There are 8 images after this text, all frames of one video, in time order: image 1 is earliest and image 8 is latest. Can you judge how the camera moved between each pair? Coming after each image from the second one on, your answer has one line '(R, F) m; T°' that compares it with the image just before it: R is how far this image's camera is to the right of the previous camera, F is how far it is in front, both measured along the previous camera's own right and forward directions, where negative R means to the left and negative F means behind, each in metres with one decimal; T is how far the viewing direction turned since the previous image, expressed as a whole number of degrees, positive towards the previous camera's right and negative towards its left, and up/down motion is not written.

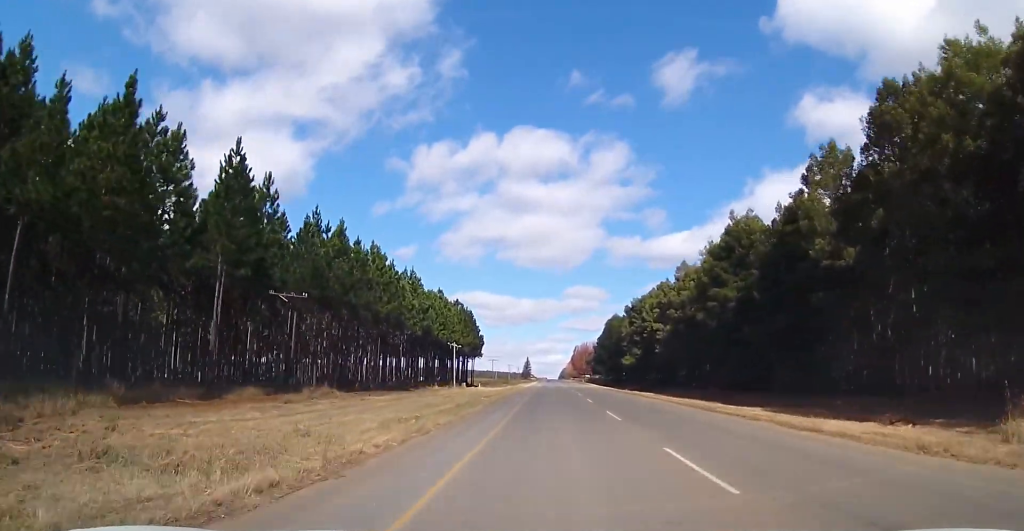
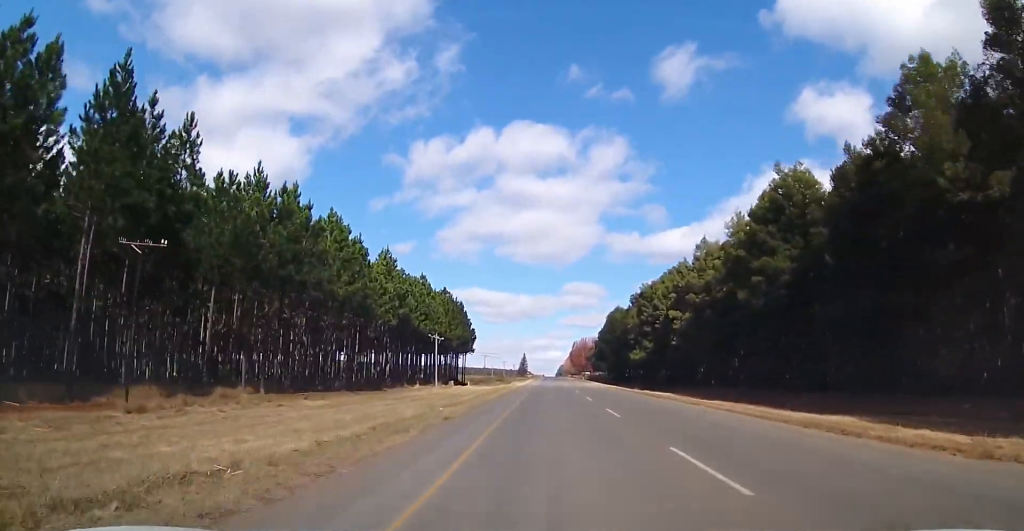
(-0.1, +12.4) m; 0°
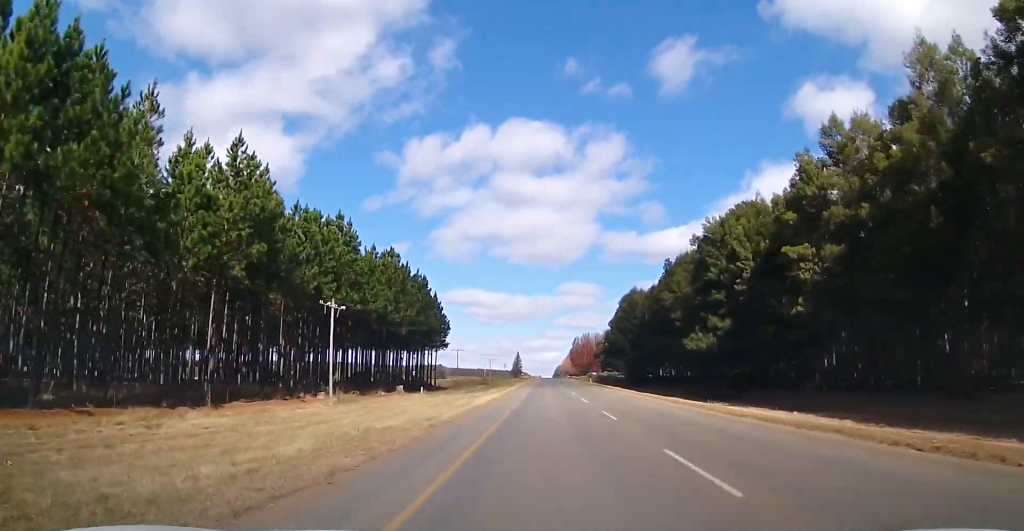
(+0.5, +36.9) m; +1°
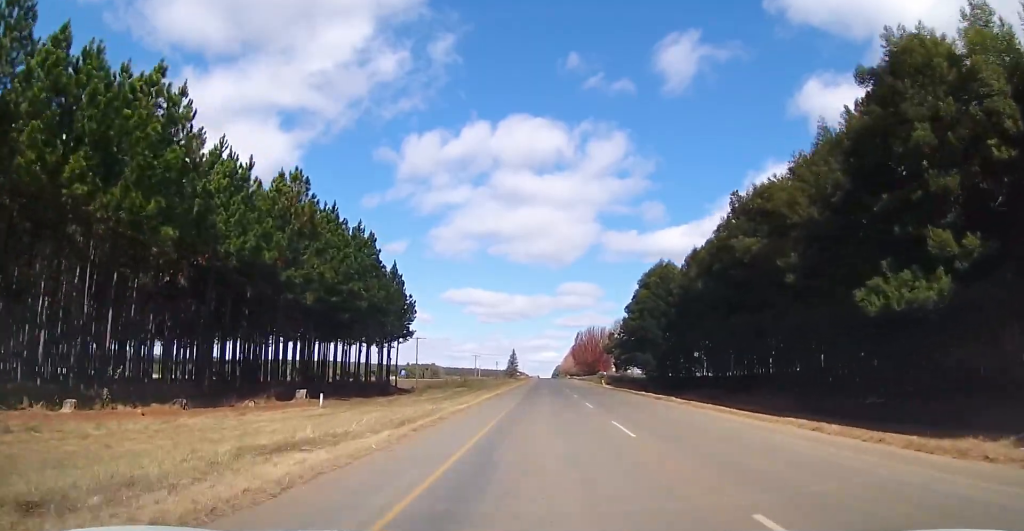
(0.0, +29.9) m; 0°
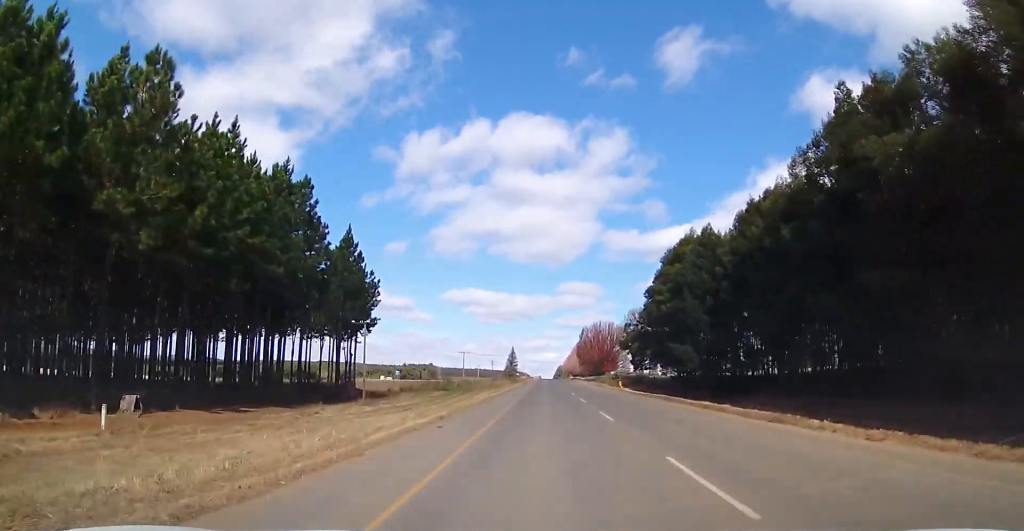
(0.0, +20.0) m; 0°
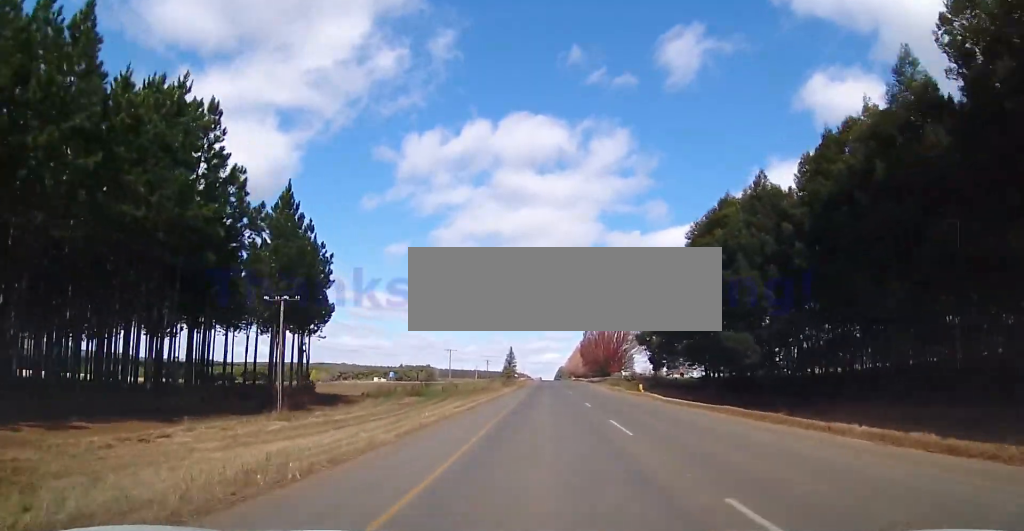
(-0.2, +15.6) m; 0°
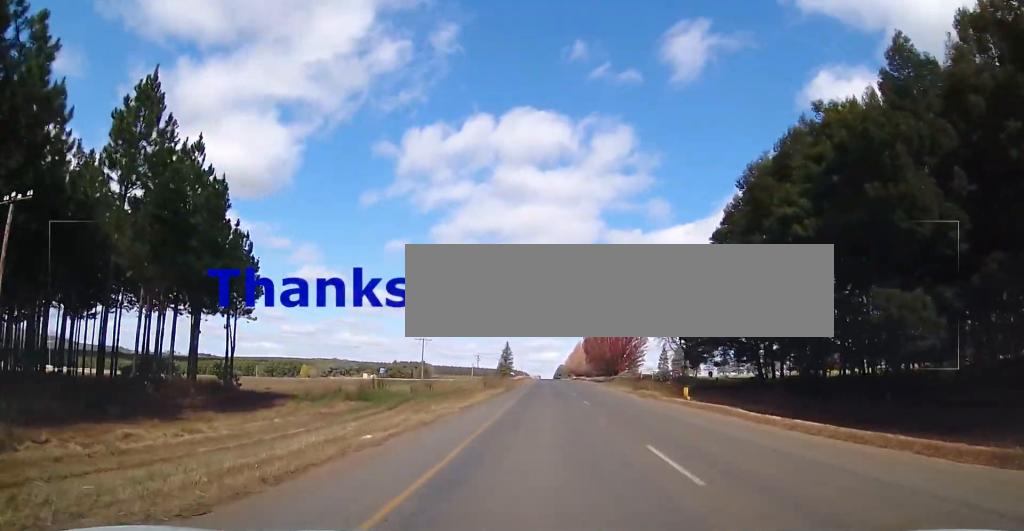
(+0.1, +19.3) m; 0°
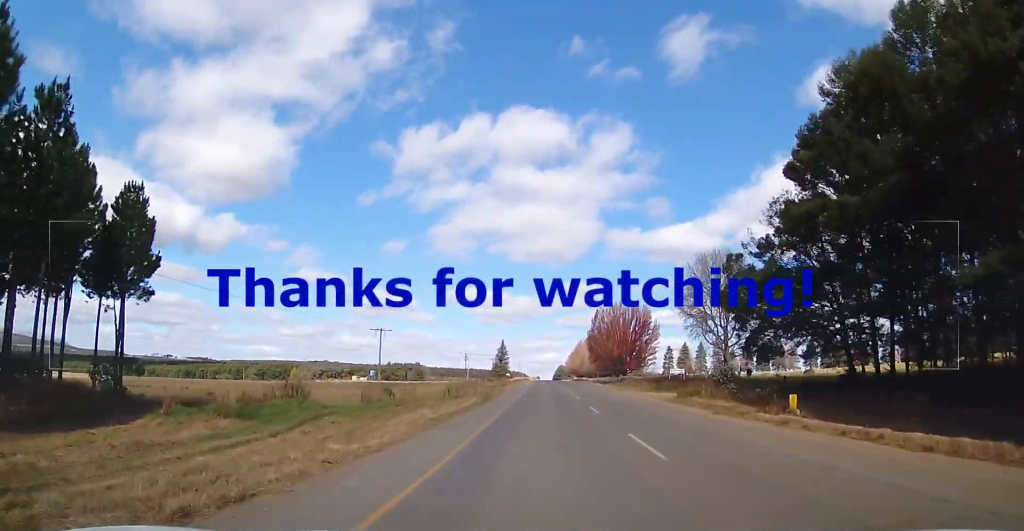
(+0.1, +17.6) m; 0°
